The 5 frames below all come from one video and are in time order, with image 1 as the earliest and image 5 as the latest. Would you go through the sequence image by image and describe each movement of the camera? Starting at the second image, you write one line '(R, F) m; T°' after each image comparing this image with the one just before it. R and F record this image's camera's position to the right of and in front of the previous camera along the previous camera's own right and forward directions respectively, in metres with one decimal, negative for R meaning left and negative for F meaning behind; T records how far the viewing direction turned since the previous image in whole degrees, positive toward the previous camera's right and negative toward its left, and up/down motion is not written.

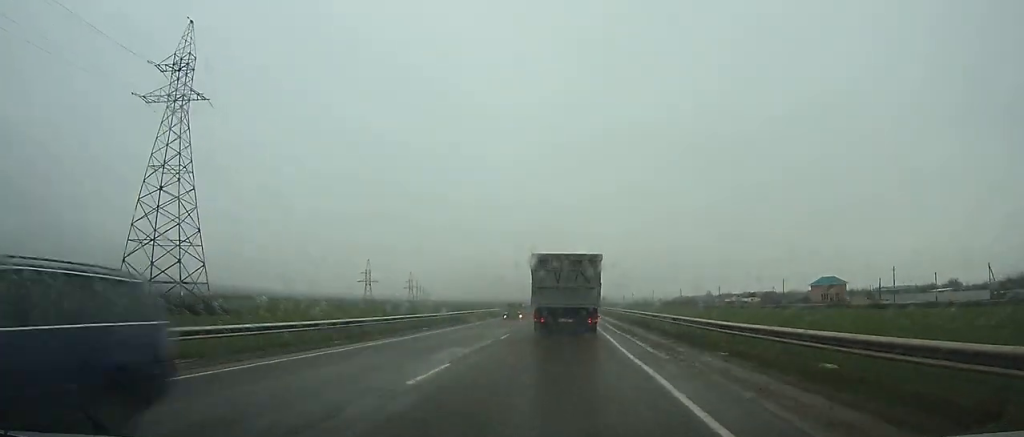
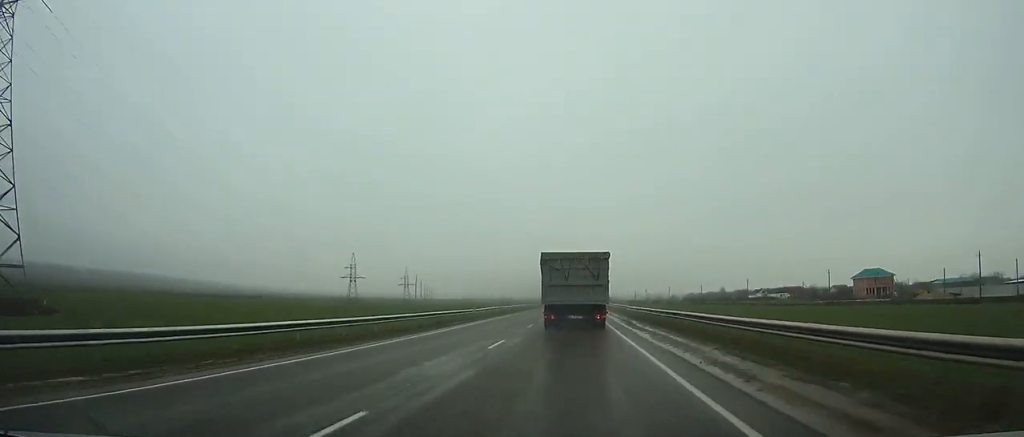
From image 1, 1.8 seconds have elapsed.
(0.0, +29.7) m; 0°
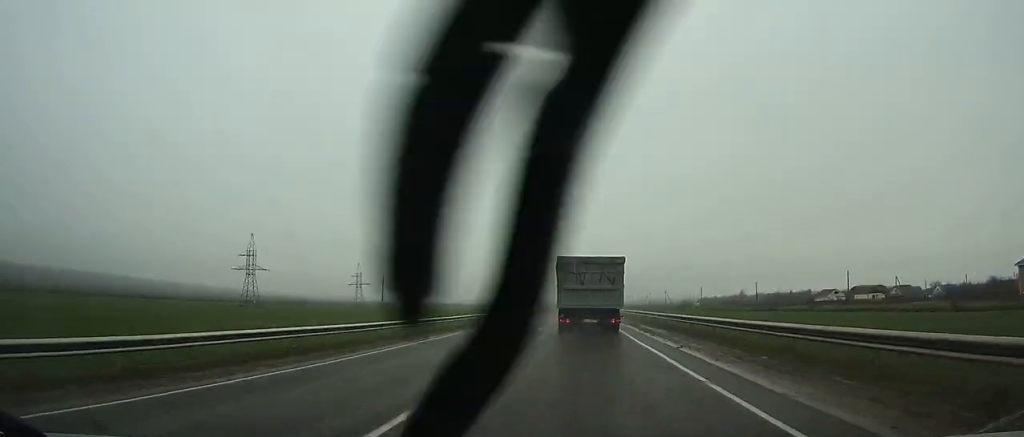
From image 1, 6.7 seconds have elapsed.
(-0.3, +84.1) m; -1°
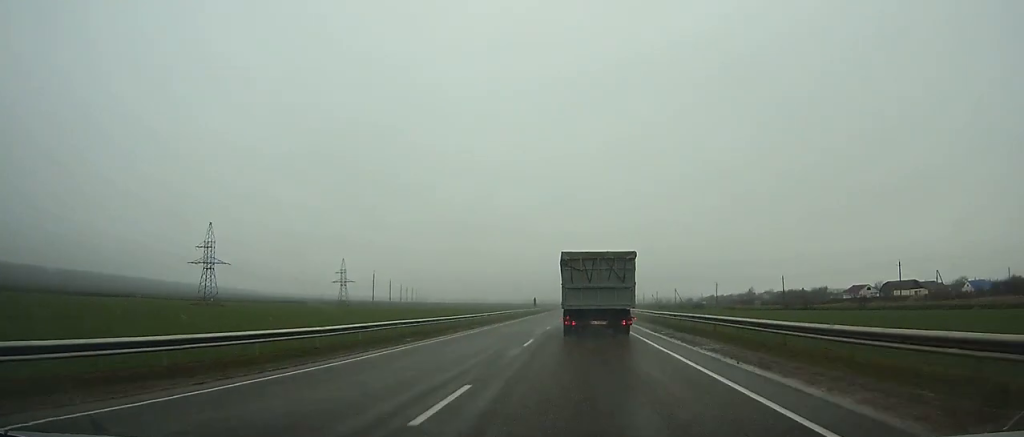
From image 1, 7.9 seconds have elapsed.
(-0.1, +21.8) m; 0°
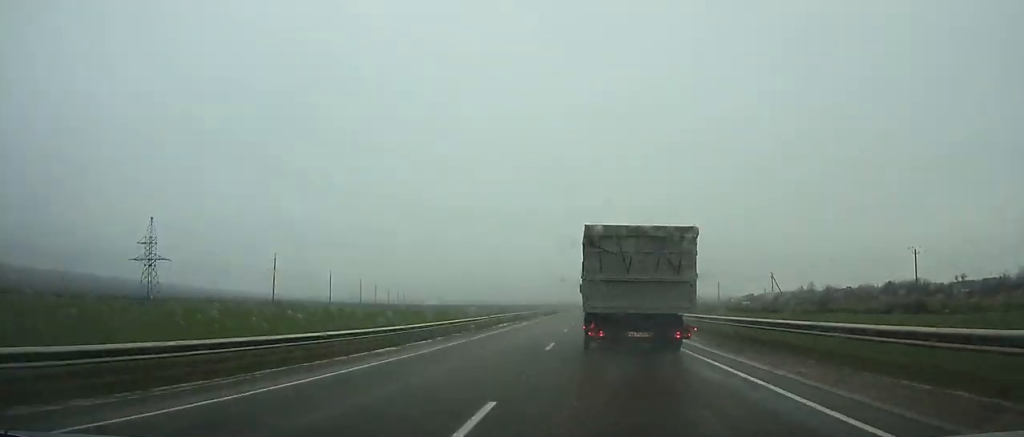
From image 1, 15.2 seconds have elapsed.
(-0.9, +142.1) m; -1°
